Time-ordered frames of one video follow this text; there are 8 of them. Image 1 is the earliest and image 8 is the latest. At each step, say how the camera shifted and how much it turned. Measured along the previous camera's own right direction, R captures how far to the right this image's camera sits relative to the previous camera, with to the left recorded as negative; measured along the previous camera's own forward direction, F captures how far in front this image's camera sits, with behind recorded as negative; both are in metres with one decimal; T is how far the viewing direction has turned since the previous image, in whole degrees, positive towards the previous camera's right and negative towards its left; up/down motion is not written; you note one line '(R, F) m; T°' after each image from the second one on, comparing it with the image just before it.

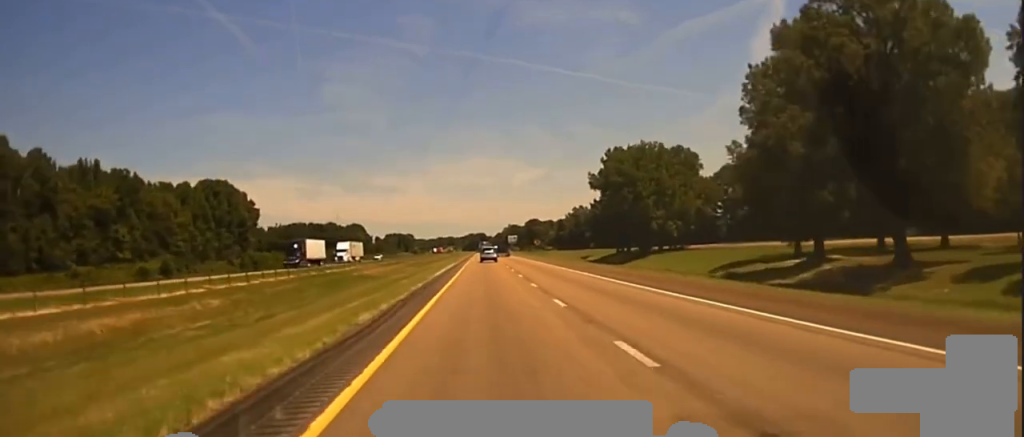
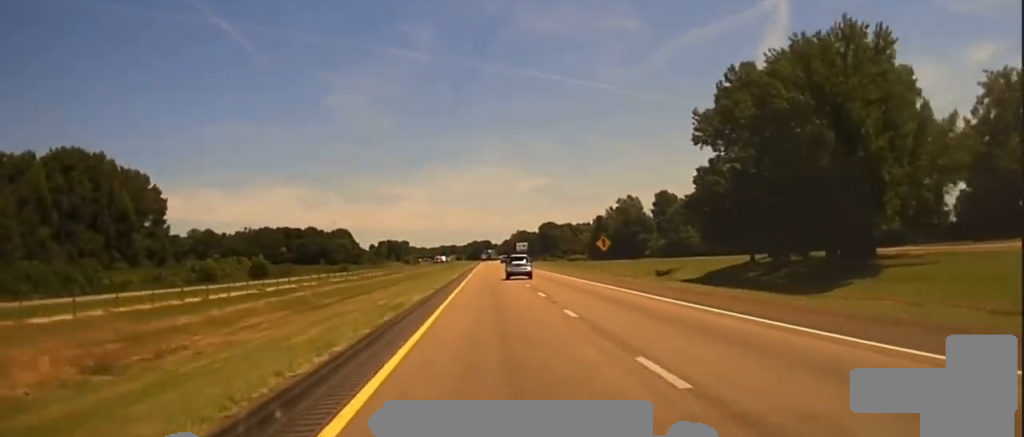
(-0.3, +99.0) m; 0°
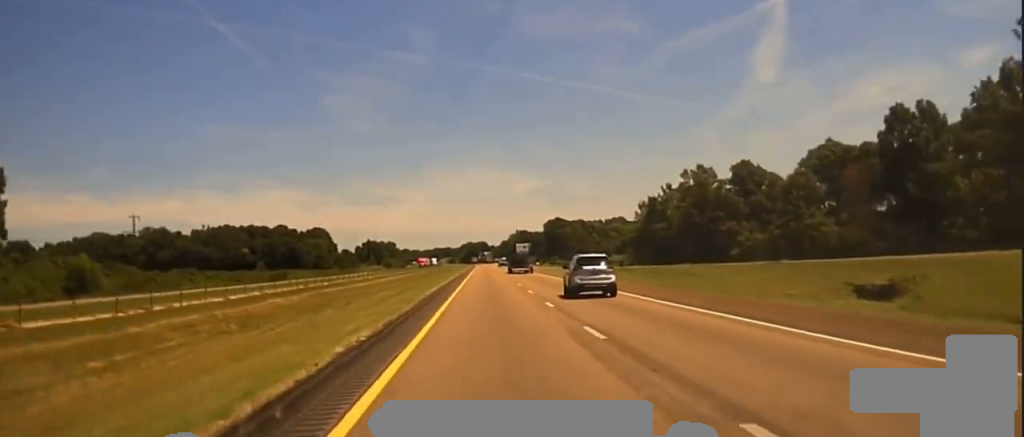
(0.0, +81.8) m; 0°
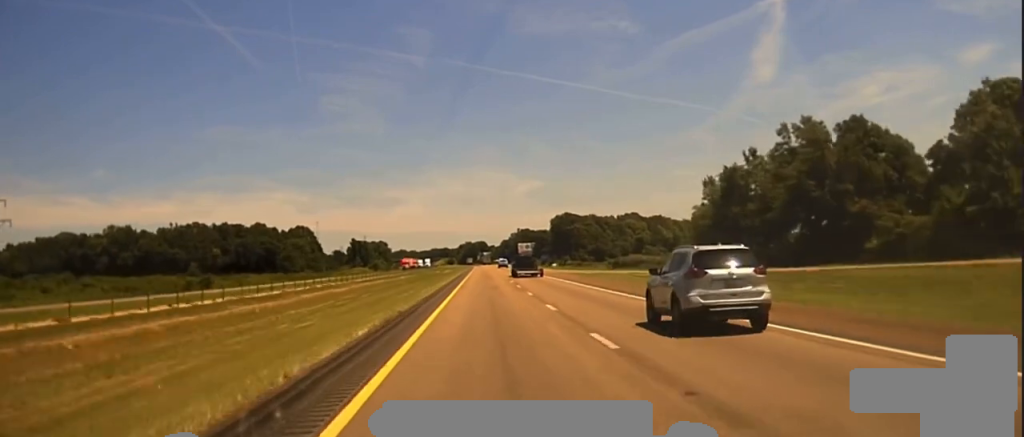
(+0.3, +55.4) m; 0°
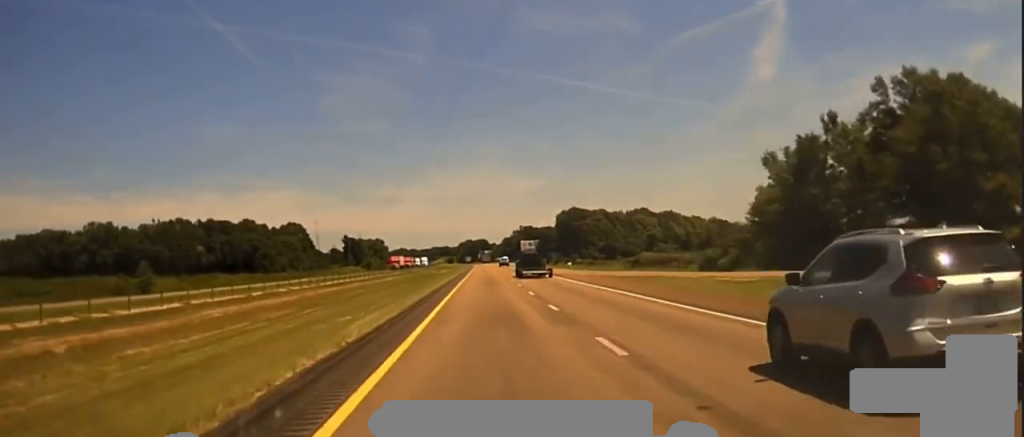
(+0.1, +27.2) m; 0°
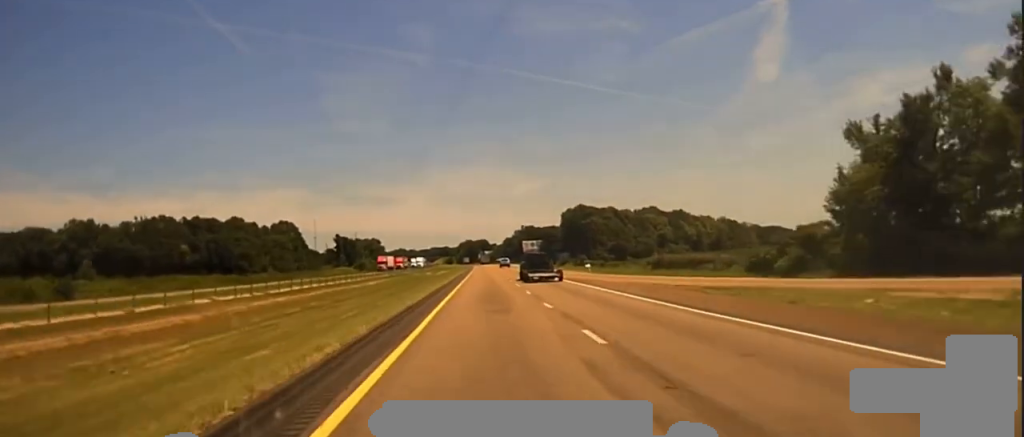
(0.0, +23.5) m; 0°
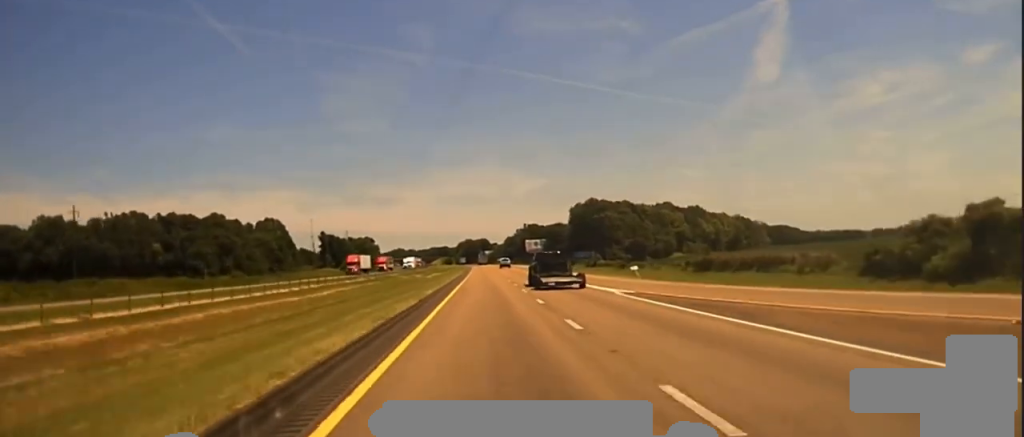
(0.0, +34.0) m; 0°
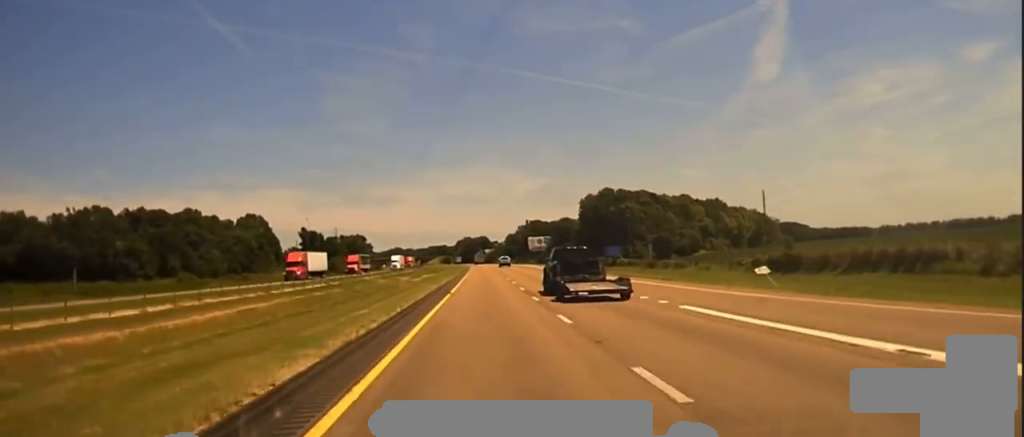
(+0.1, +35.7) m; 0°
